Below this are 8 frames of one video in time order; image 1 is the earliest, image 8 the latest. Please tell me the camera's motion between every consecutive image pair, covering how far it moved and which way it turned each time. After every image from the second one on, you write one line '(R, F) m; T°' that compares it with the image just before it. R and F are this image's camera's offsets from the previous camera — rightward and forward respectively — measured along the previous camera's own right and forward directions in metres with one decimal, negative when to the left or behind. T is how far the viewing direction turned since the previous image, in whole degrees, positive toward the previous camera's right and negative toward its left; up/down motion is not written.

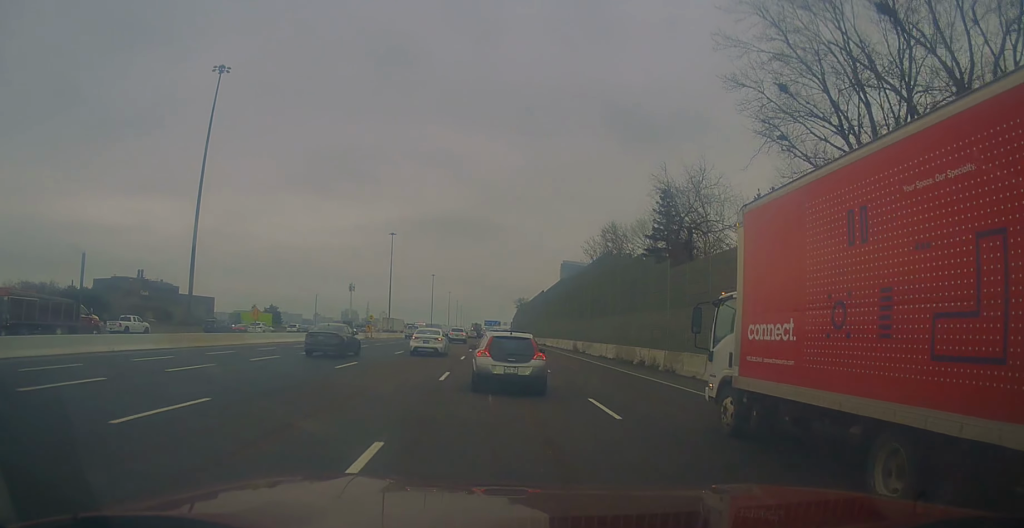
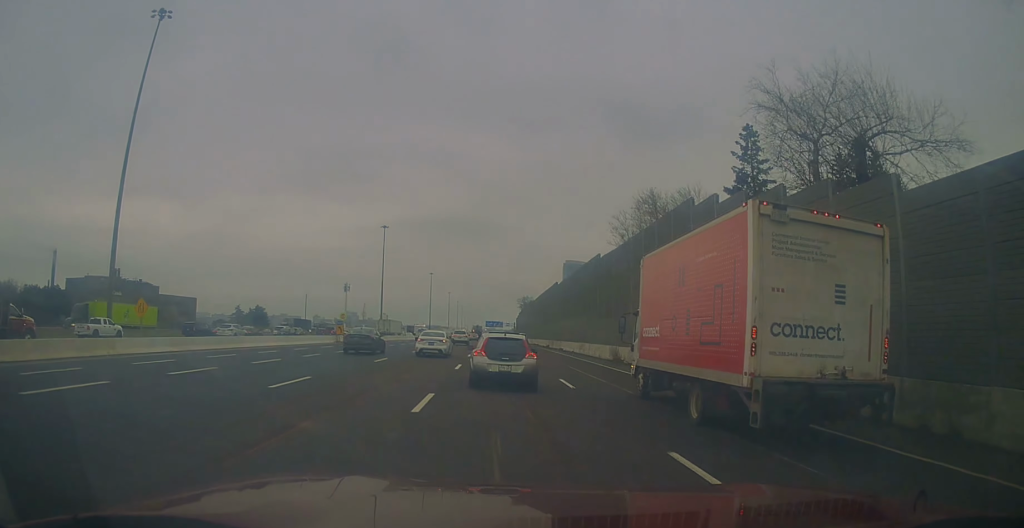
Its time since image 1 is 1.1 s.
(+0.1, +18.4) m; 0°
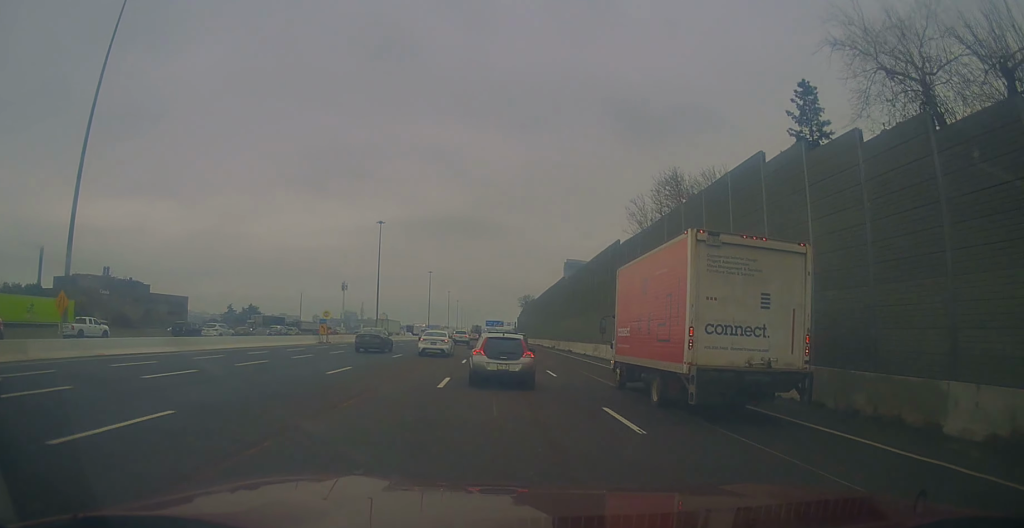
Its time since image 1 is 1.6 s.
(0.0, +7.6) m; 0°
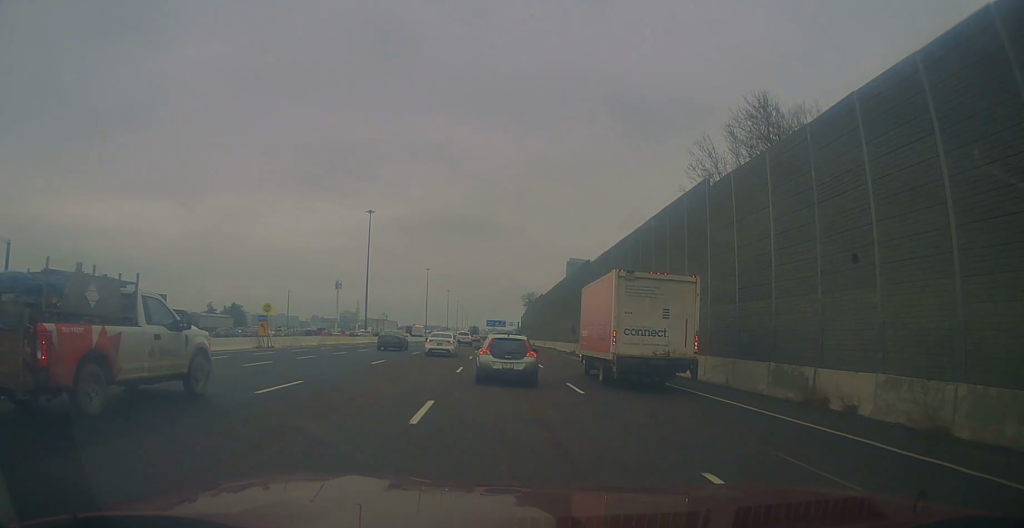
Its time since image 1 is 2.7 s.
(-0.2, +18.0) m; +1°
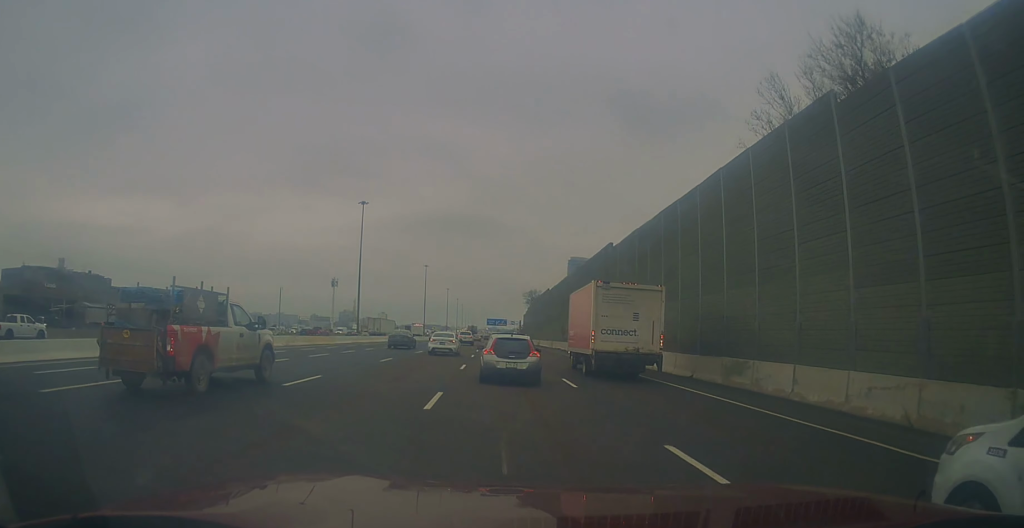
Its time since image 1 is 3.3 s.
(+0.4, +10.5) m; 0°
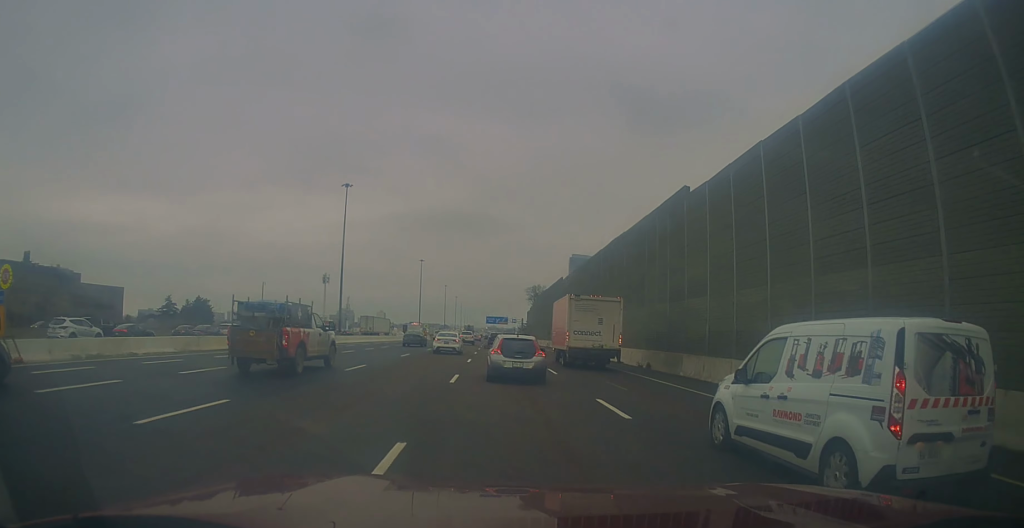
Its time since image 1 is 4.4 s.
(-0.5, +18.6) m; 0°
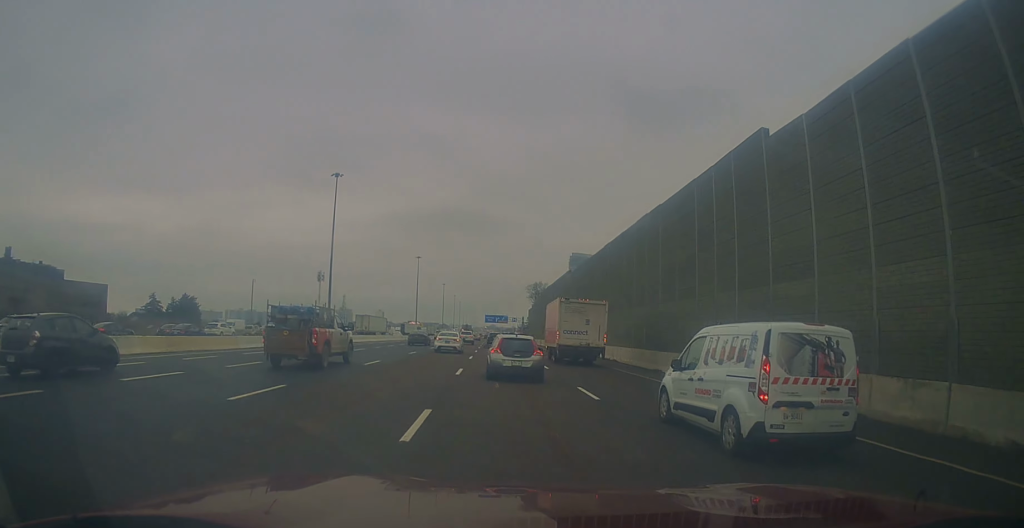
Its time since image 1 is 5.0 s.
(+0.3, +9.1) m; +1°
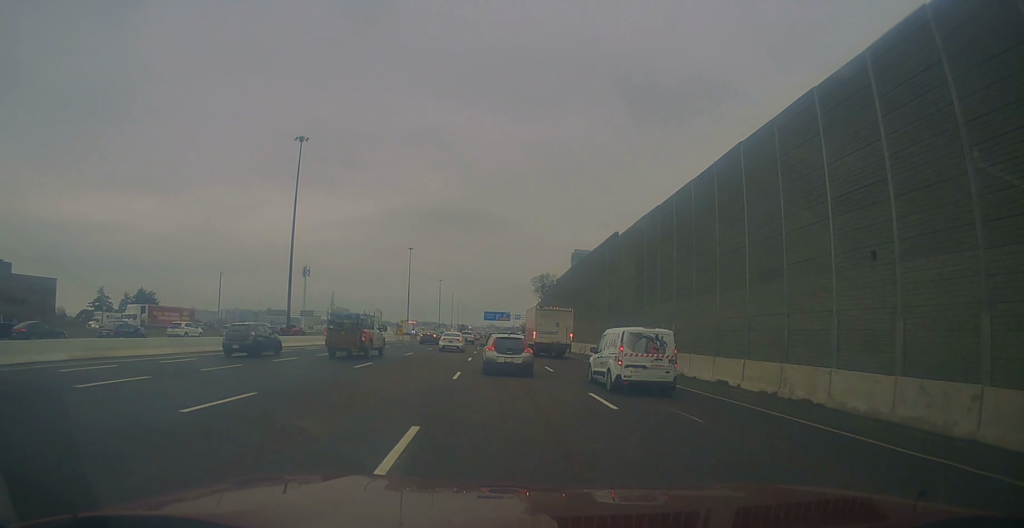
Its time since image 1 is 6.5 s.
(+0.2, +26.3) m; -1°
